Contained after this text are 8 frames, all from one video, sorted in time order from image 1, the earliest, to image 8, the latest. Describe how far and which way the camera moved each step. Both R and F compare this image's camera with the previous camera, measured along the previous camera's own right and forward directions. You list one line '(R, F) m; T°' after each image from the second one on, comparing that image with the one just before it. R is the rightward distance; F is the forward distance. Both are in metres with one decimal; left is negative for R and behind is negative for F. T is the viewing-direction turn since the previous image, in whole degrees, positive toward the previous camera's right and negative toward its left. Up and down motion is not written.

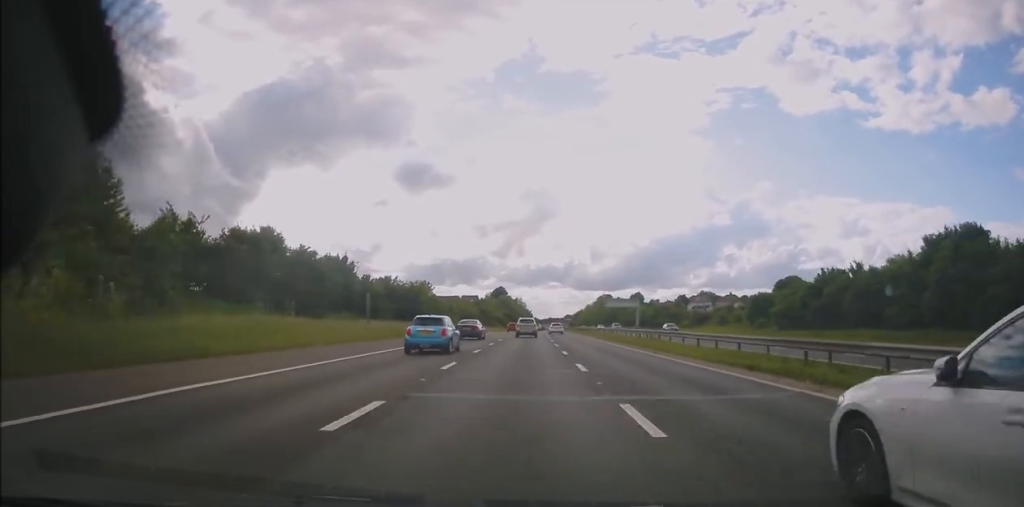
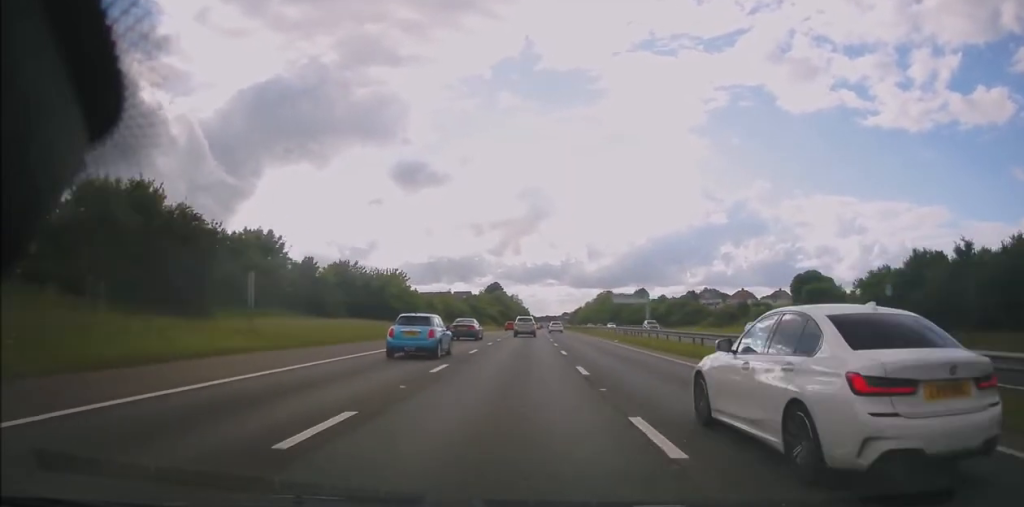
(+0.3, +18.4) m; +1°
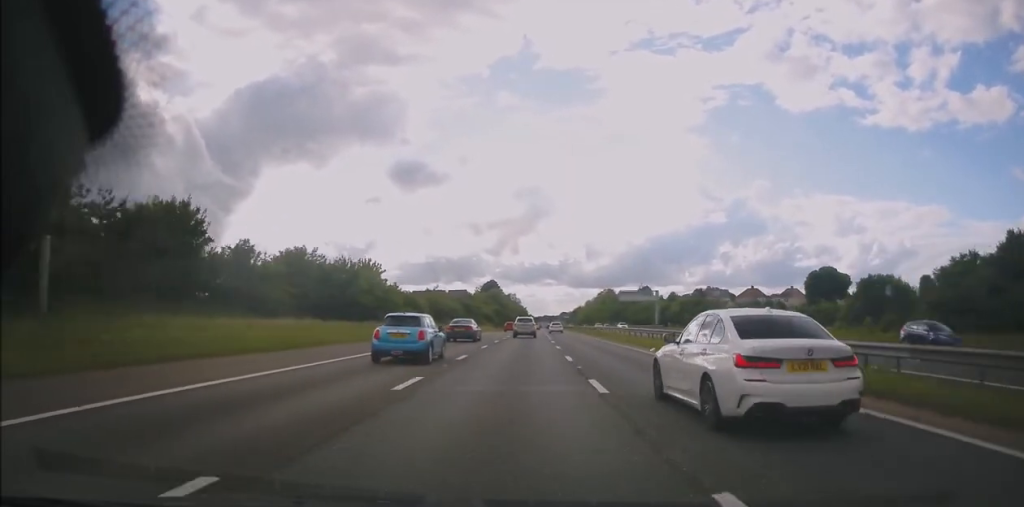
(0.0, +12.5) m; 0°
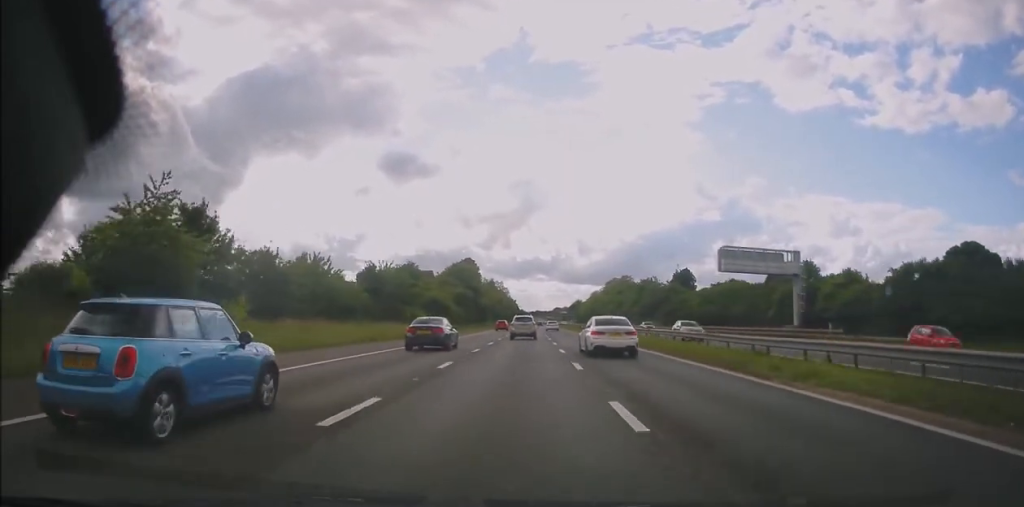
(+0.2, +74.8) m; 0°
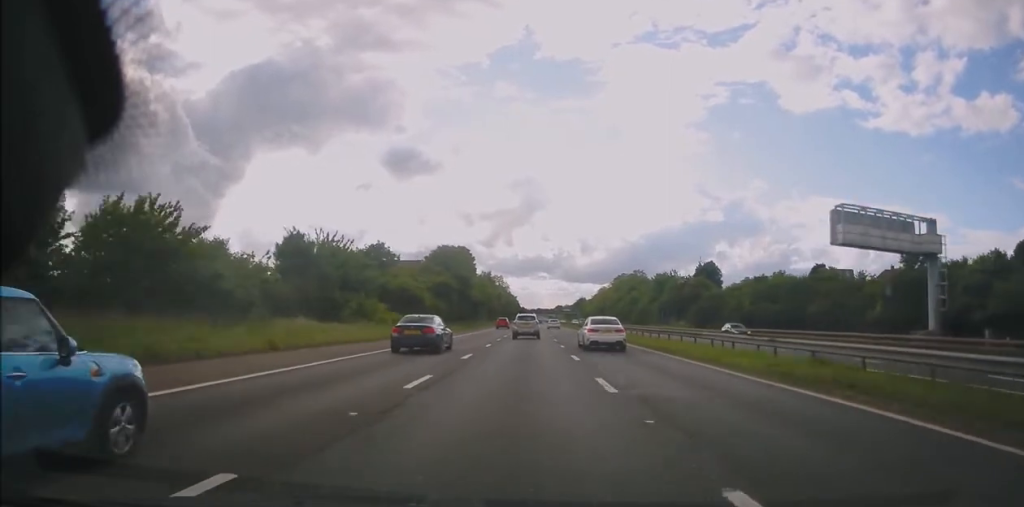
(0.0, +22.7) m; 0°
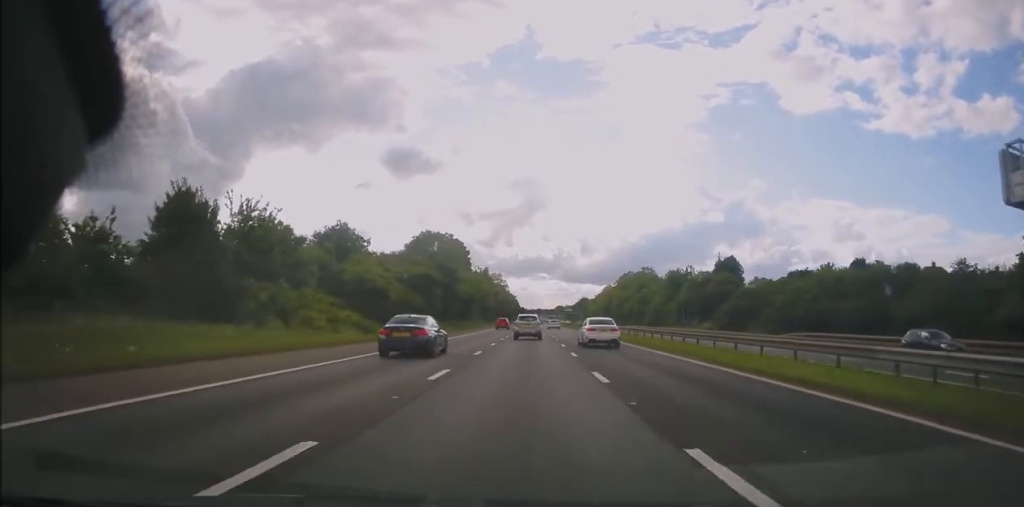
(0.0, +16.0) m; 0°
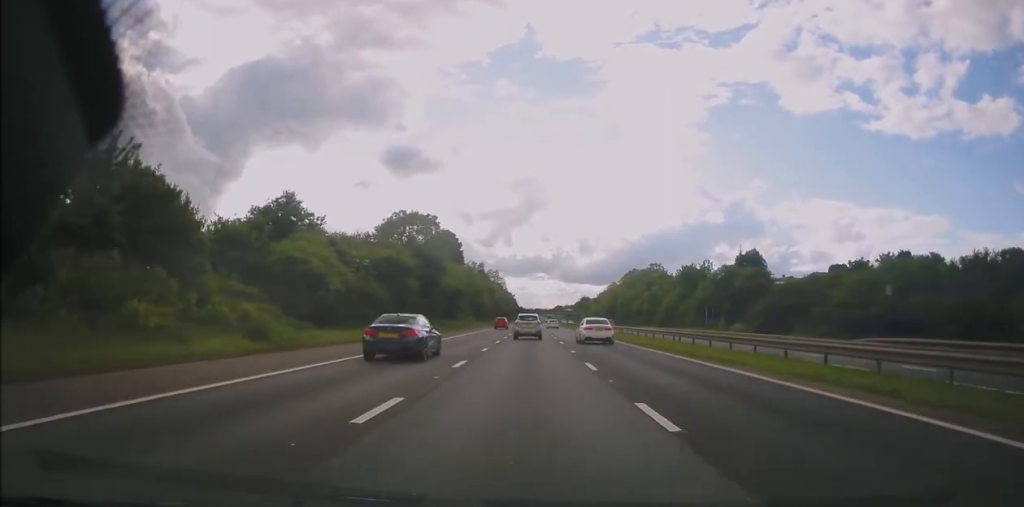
(0.0, +15.0) m; 0°
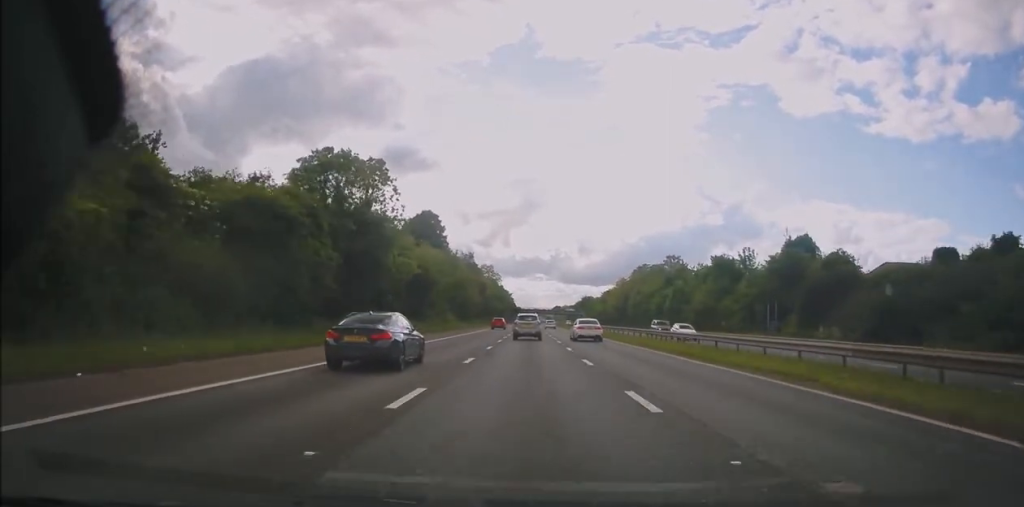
(0.0, +25.3) m; -1°
